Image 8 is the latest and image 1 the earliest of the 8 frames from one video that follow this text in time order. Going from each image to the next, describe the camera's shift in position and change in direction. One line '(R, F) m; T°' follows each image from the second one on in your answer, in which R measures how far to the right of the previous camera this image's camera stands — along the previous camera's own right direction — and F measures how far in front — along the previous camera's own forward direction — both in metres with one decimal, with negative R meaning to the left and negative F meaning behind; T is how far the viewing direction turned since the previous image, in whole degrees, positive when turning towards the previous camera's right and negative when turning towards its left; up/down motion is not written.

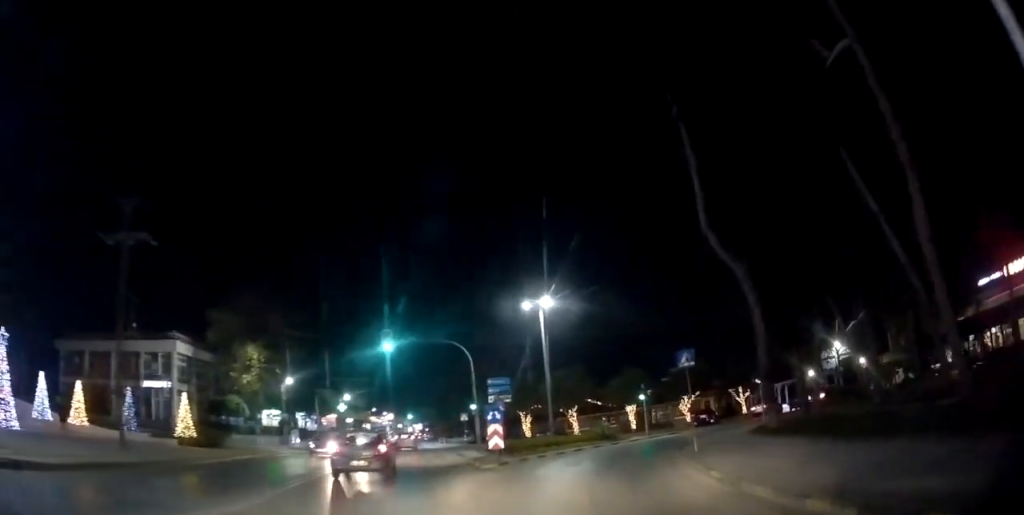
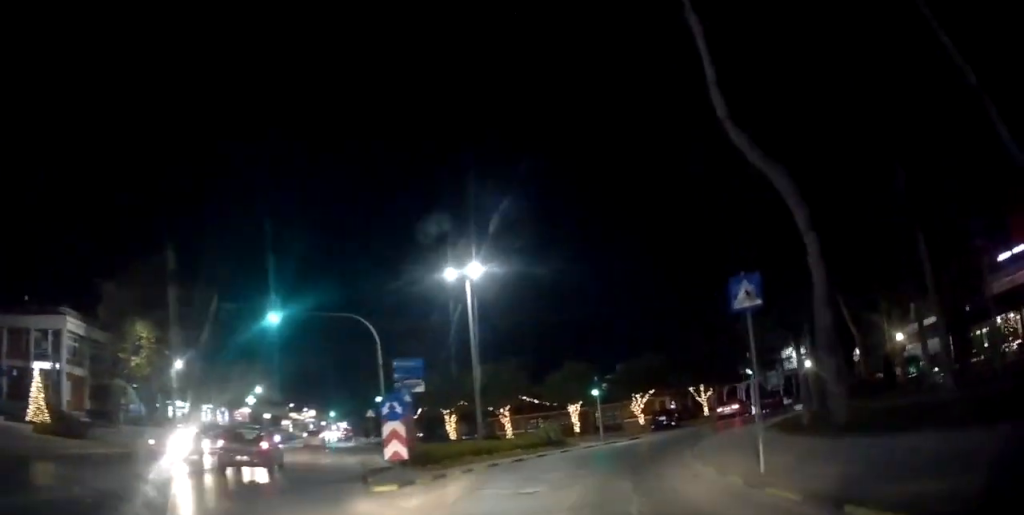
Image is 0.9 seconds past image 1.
(+0.5, +7.0) m; +4°
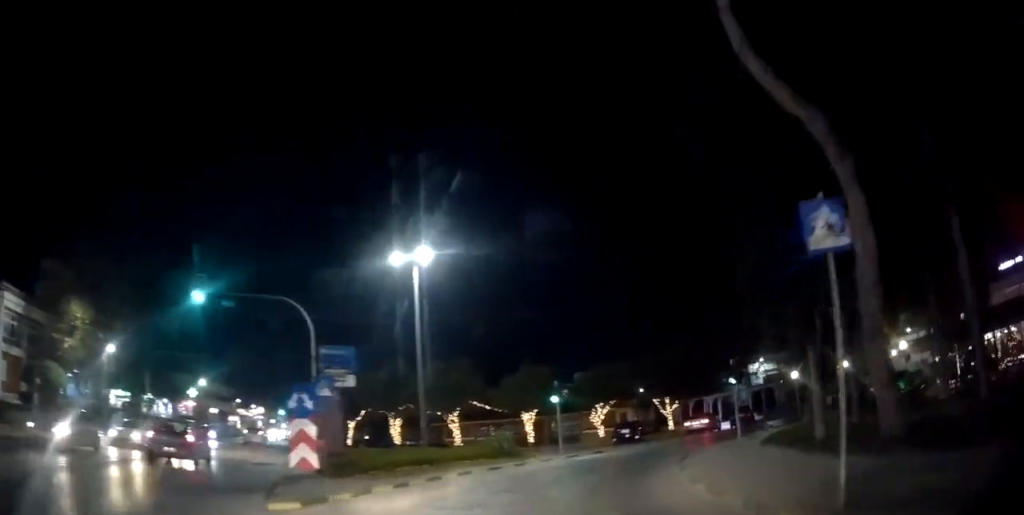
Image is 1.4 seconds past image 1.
(0.0, +2.9) m; +2°
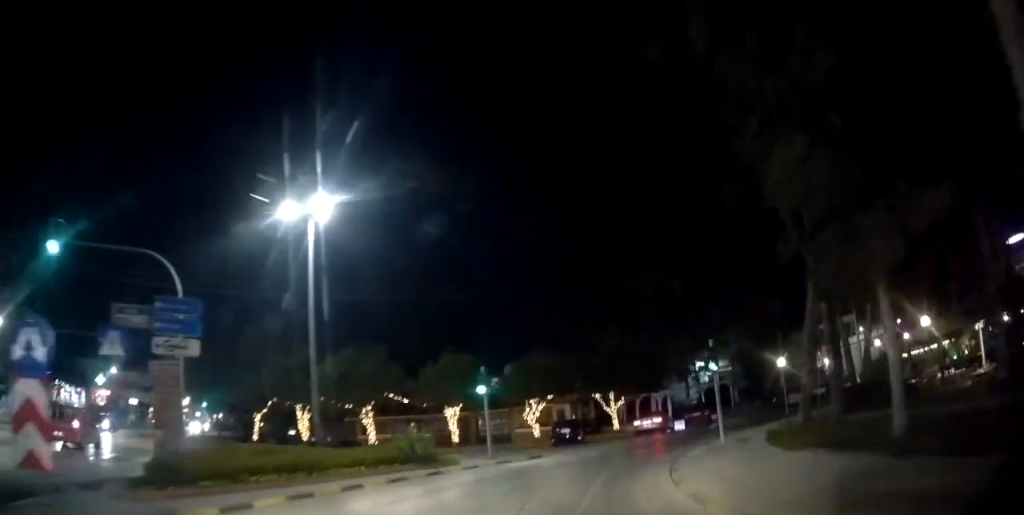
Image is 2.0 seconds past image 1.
(0.0, +4.8) m; +5°
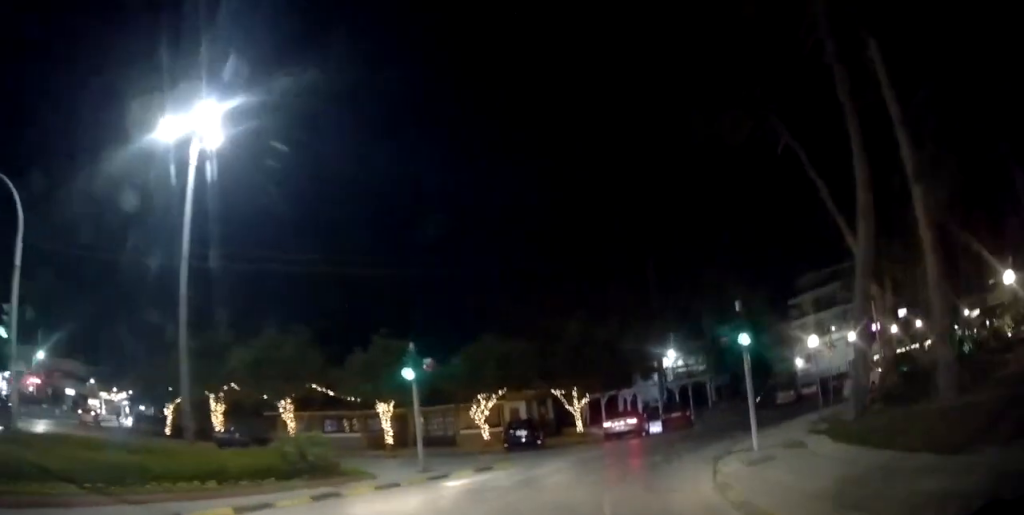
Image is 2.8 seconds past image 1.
(+0.4, +5.0) m; +9°
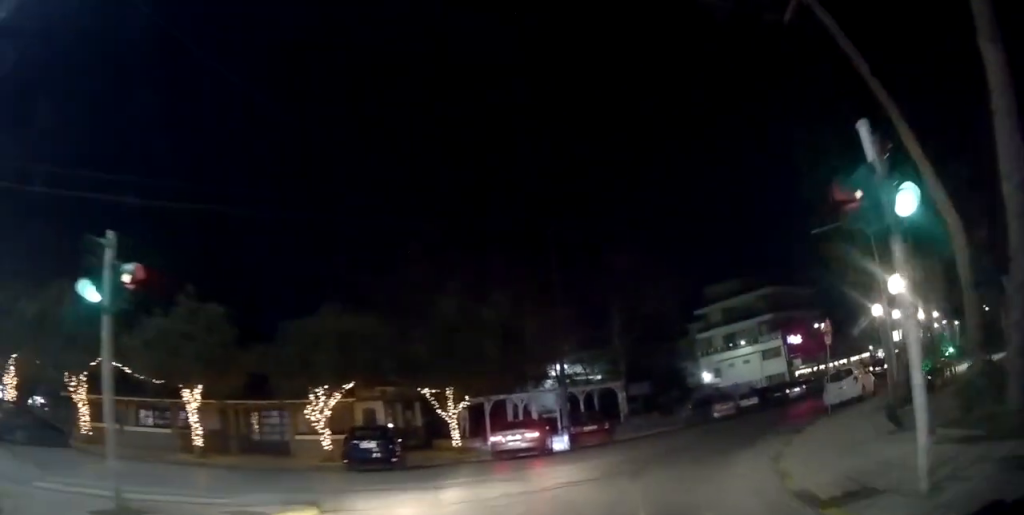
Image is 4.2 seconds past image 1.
(+1.4, +7.8) m; +20°
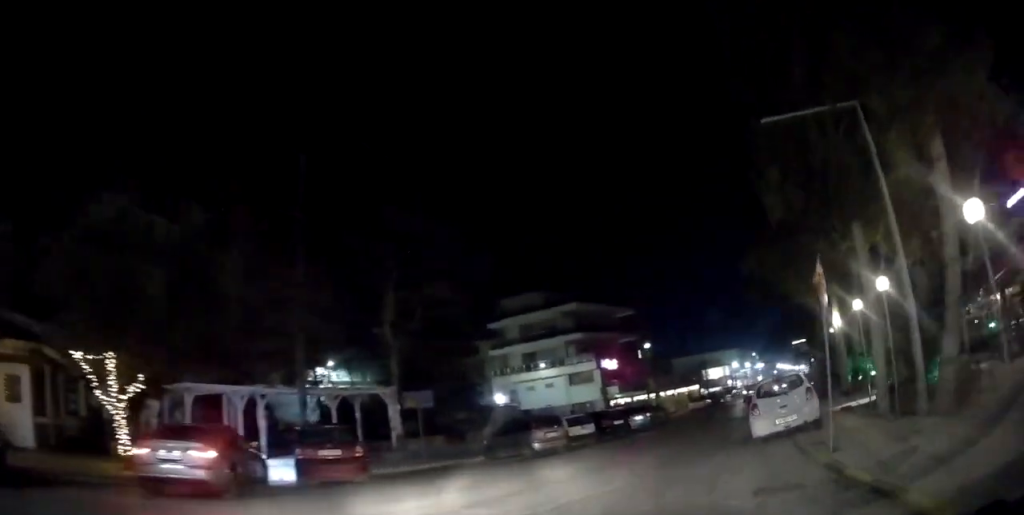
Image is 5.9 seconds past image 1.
(+1.2, +9.6) m; +12°
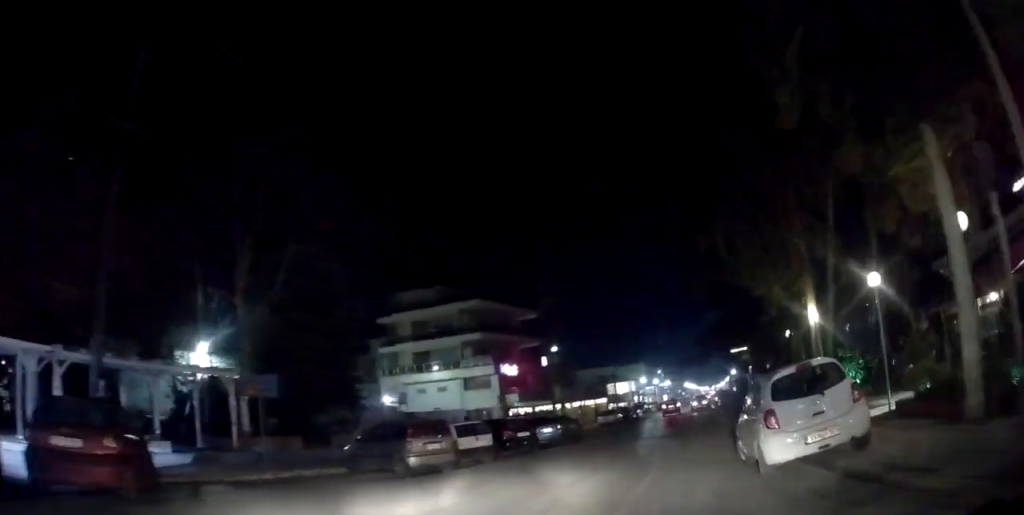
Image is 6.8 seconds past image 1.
(+0.4, +5.2) m; +14°
